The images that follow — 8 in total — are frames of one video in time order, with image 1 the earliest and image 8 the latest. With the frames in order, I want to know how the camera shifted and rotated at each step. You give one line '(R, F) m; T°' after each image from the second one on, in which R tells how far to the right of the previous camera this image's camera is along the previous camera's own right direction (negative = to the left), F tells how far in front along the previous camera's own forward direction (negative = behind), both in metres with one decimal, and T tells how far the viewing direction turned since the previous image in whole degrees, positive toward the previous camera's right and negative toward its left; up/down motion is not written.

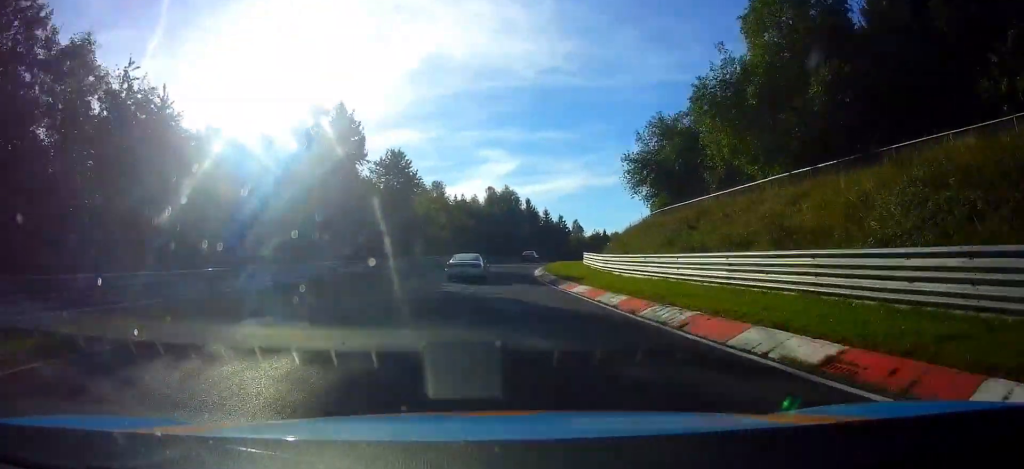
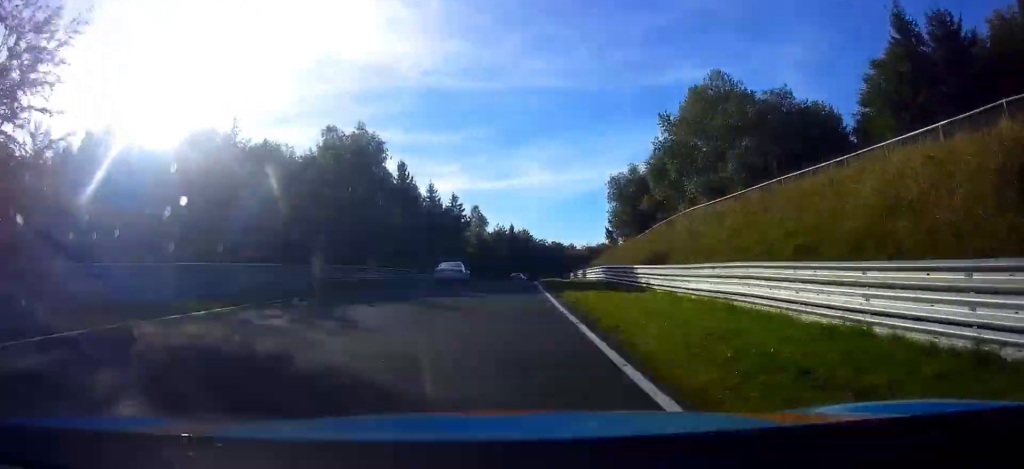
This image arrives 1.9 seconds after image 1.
(+5.6, +53.3) m; +16°
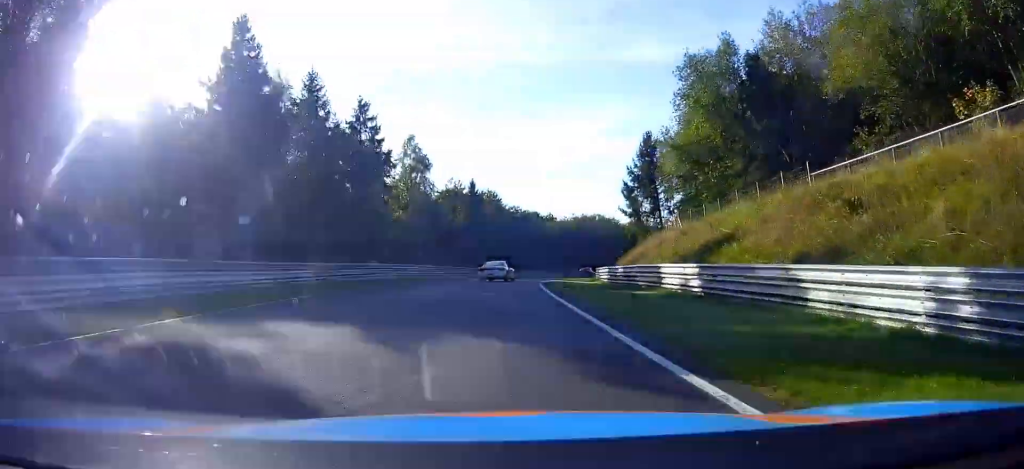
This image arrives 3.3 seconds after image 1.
(+6.1, +37.6) m; +17°
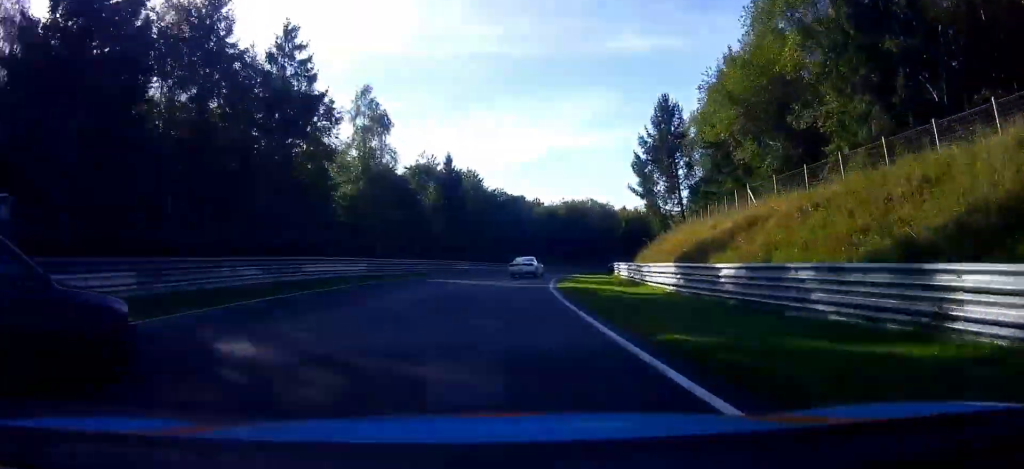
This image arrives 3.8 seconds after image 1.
(+0.4, +12.8) m; +5°
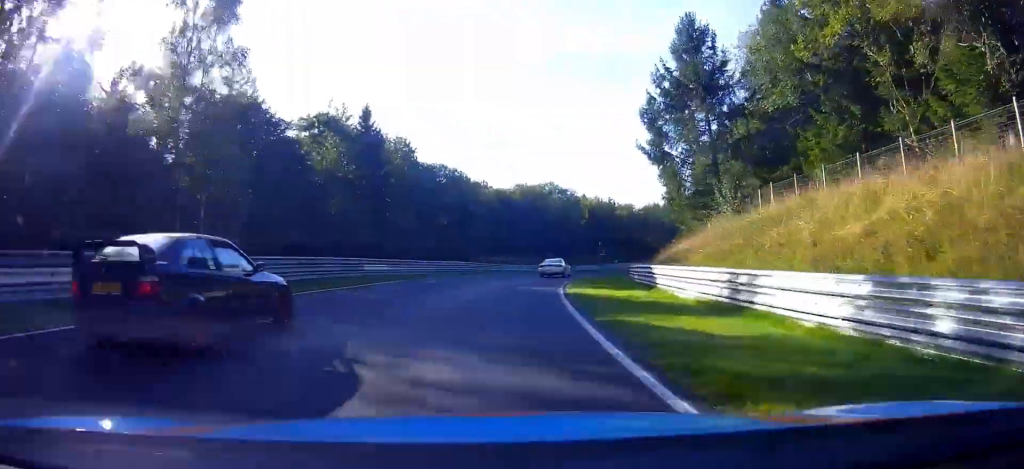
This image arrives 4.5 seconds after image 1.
(+1.2, +20.4) m; +5°
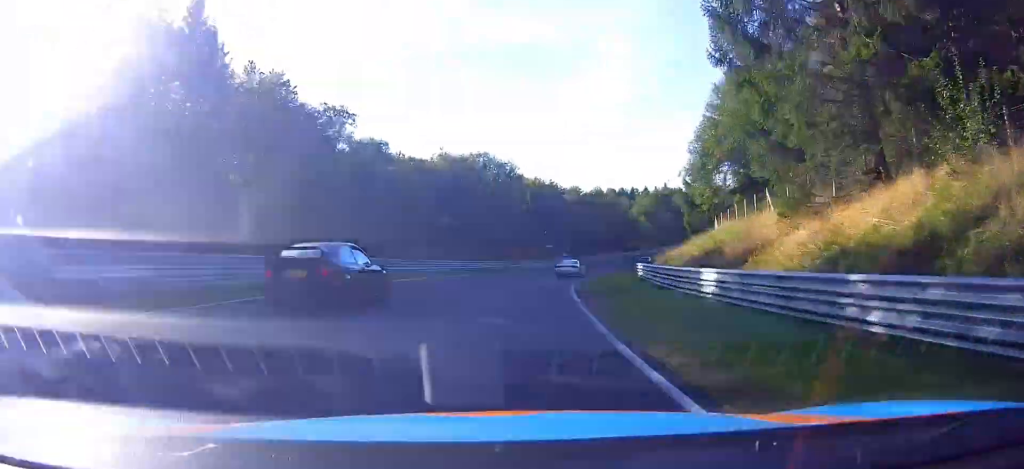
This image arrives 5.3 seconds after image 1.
(+1.1, +21.6) m; +5°
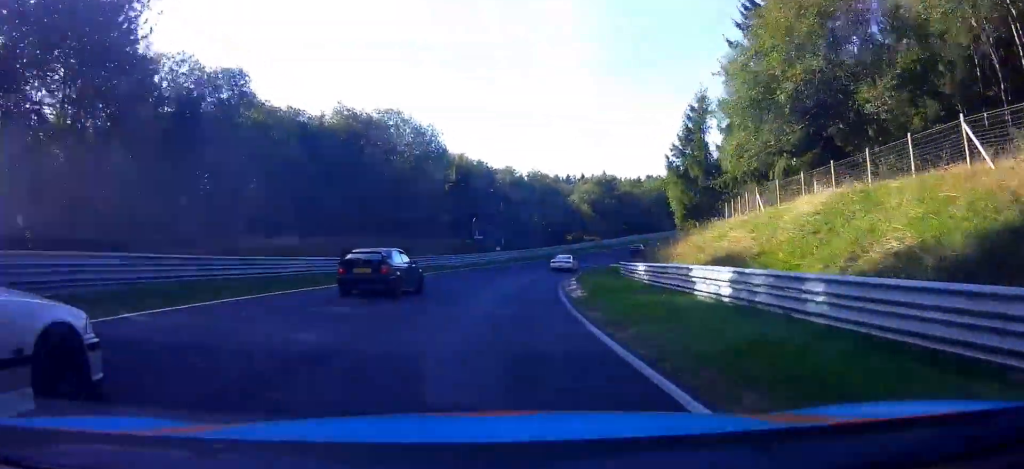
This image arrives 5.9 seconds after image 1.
(+0.6, +18.0) m; +5°
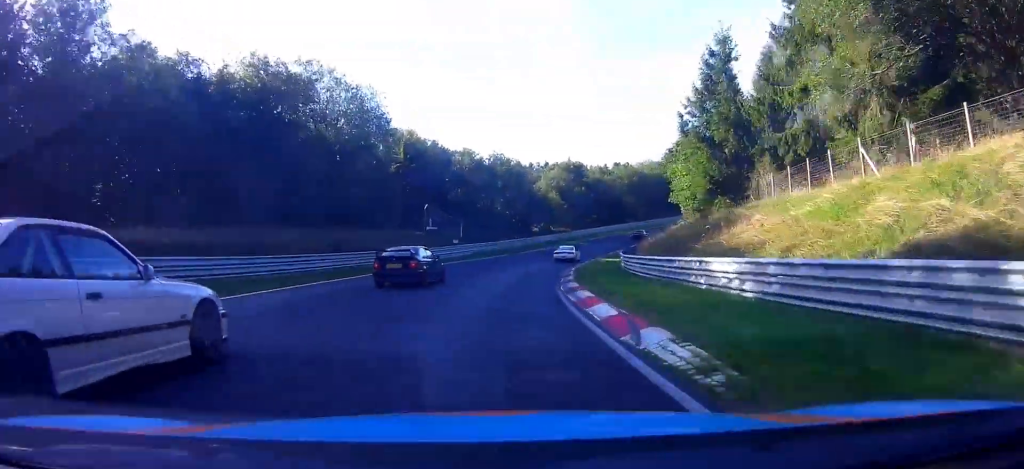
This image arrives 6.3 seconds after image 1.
(+0.4, +11.5) m; +4°
